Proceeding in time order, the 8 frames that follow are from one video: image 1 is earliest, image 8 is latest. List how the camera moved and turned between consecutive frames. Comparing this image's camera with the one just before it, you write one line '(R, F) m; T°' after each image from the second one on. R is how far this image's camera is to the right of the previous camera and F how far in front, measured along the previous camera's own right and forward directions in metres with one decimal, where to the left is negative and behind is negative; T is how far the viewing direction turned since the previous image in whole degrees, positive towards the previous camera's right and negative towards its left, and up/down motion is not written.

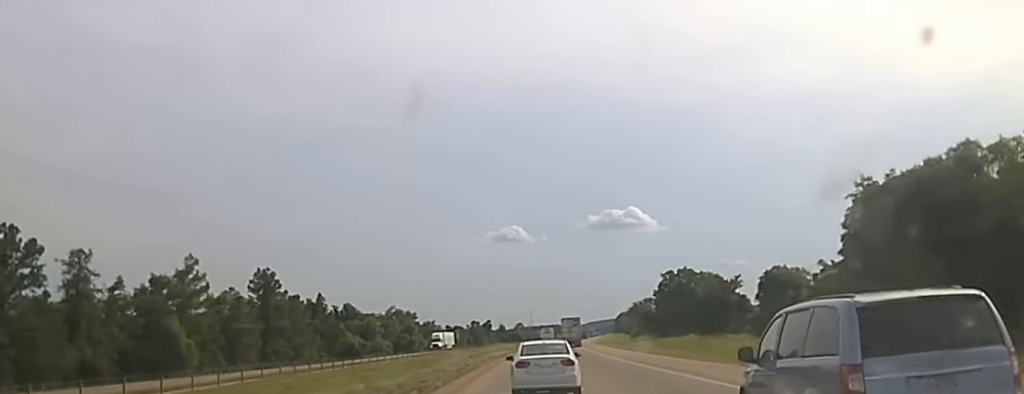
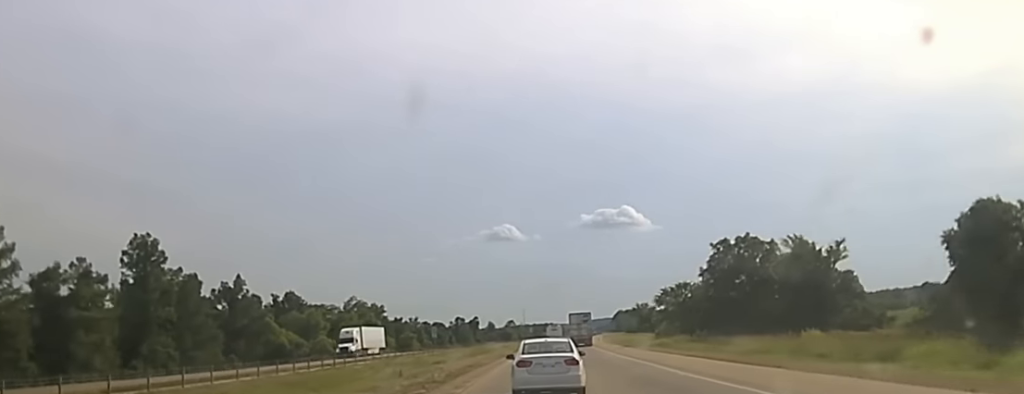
(+0.6, +55.4) m; +1°
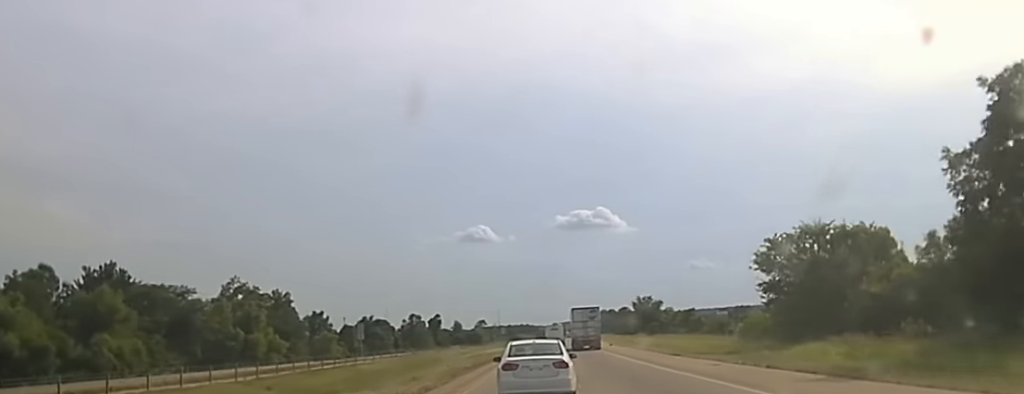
(+0.6, +79.0) m; +1°
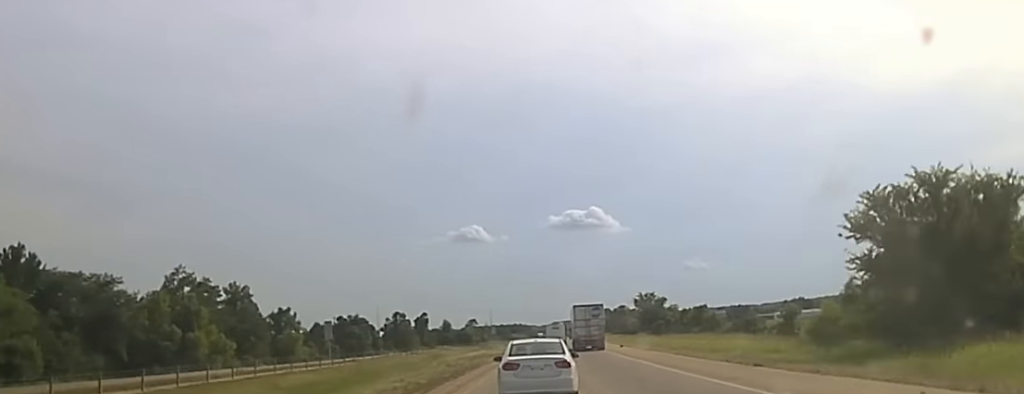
(+0.2, +25.2) m; 0°
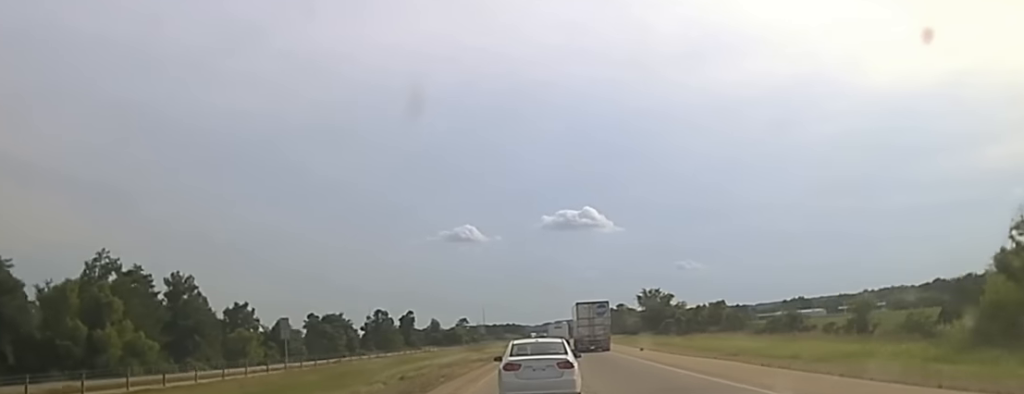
(+0.1, +22.9) m; 0°
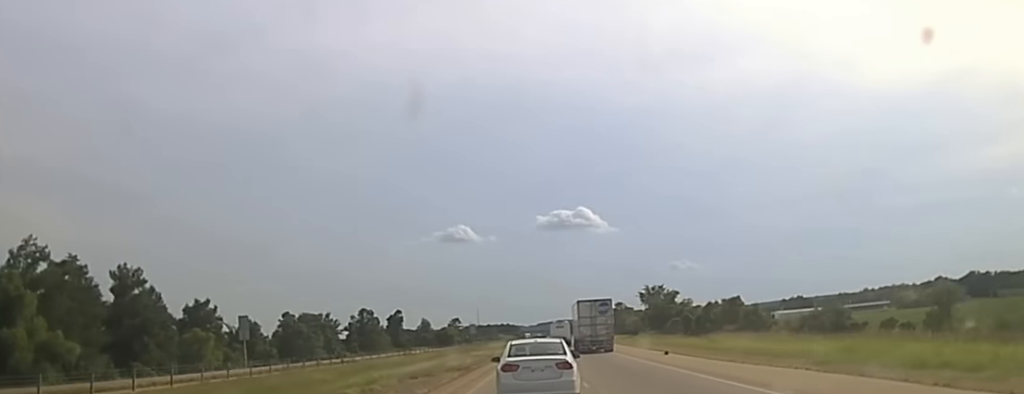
(0.0, +19.9) m; 0°
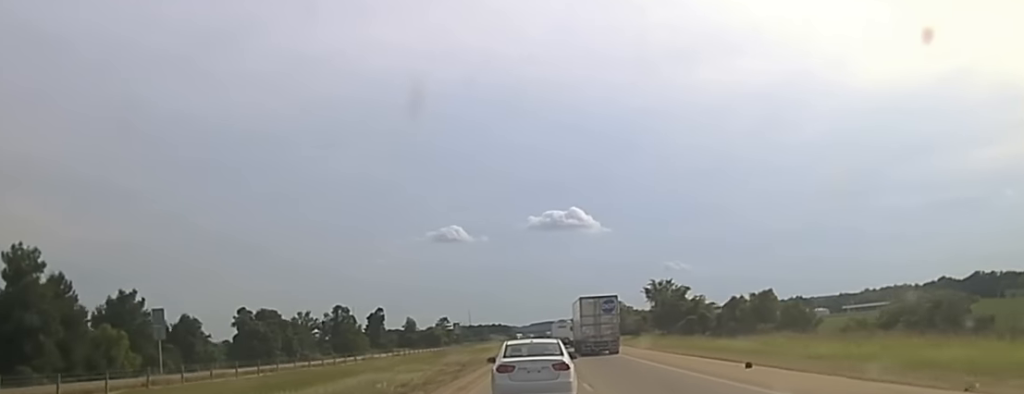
(0.0, +22.6) m; 0°
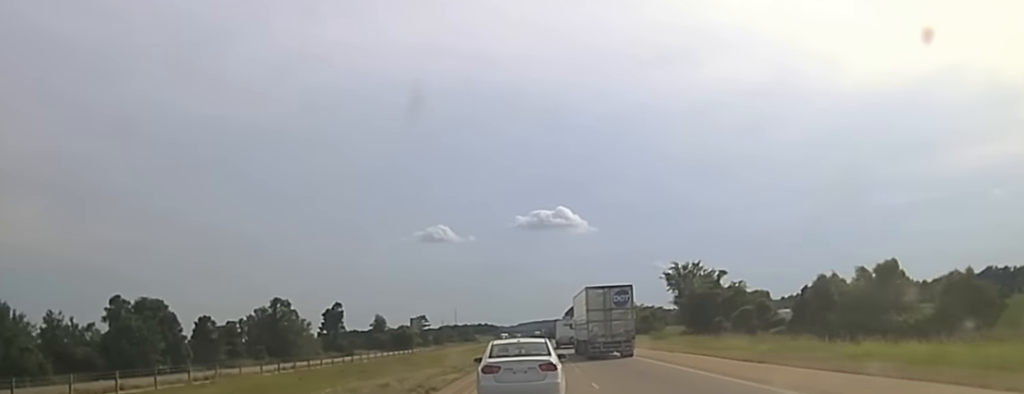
(+0.5, +48.9) m; +1°
